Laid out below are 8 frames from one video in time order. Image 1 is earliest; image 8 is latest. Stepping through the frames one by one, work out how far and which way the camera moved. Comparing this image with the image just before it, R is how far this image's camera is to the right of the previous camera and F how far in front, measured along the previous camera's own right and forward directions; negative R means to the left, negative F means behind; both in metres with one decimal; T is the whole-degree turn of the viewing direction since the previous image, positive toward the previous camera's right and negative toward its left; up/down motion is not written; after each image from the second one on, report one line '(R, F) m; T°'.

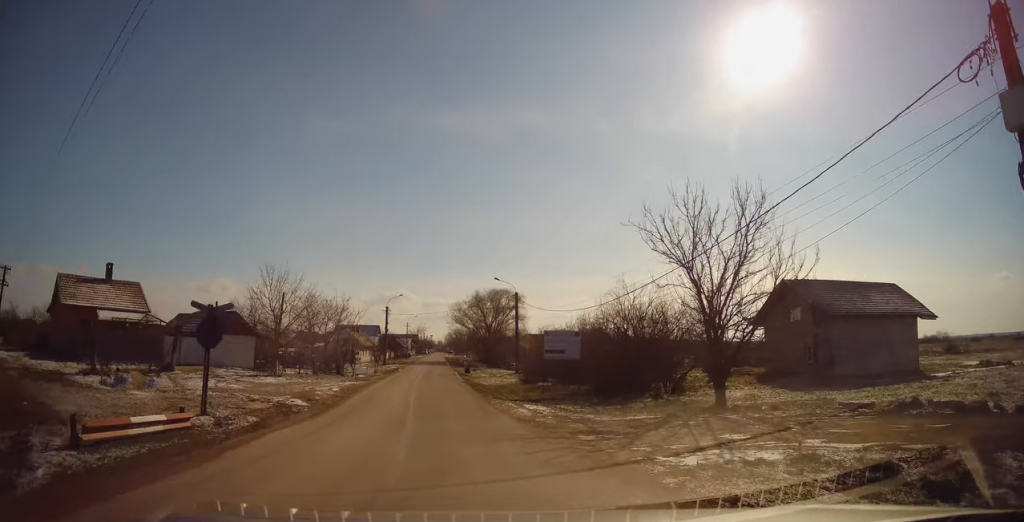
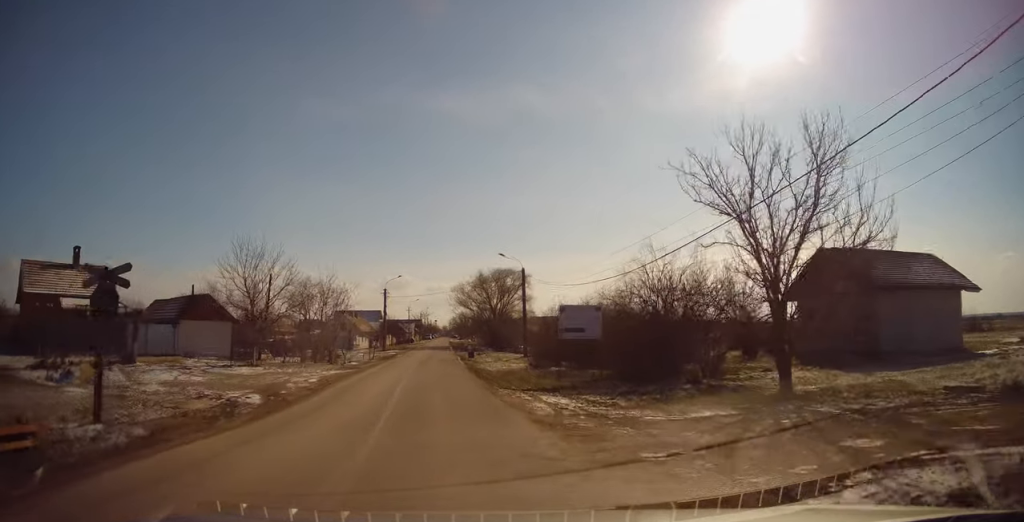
(+0.1, +4.2) m; 0°
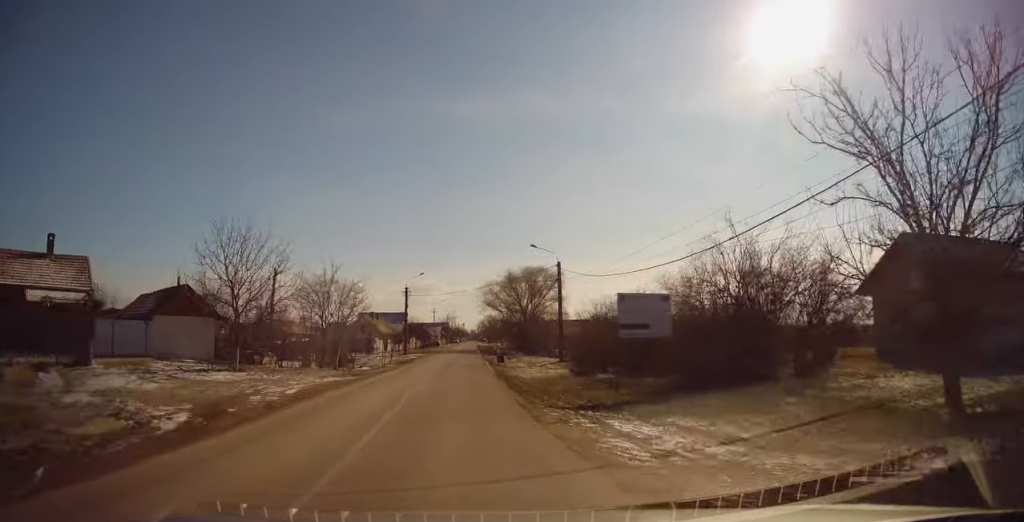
(-0.1, +5.6) m; -3°
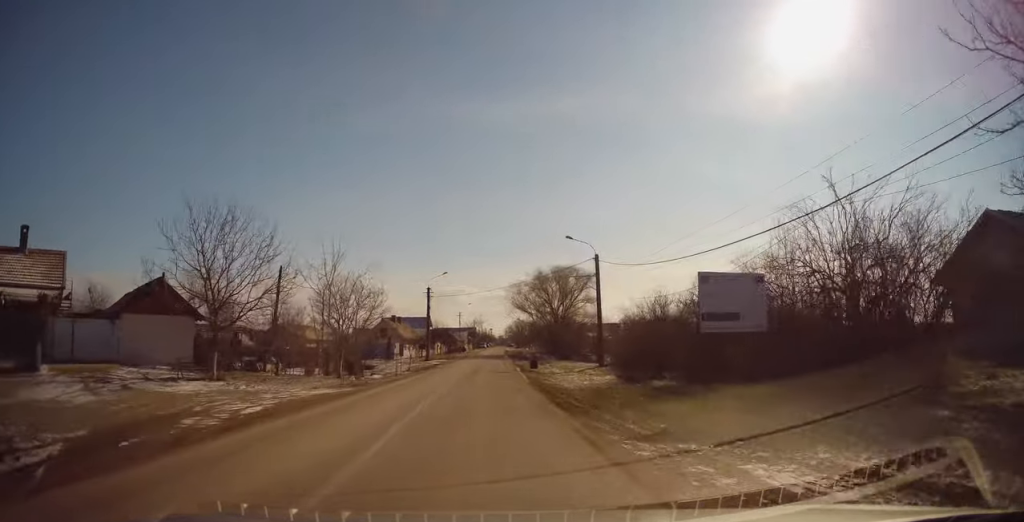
(+0.1, +4.9) m; -3°
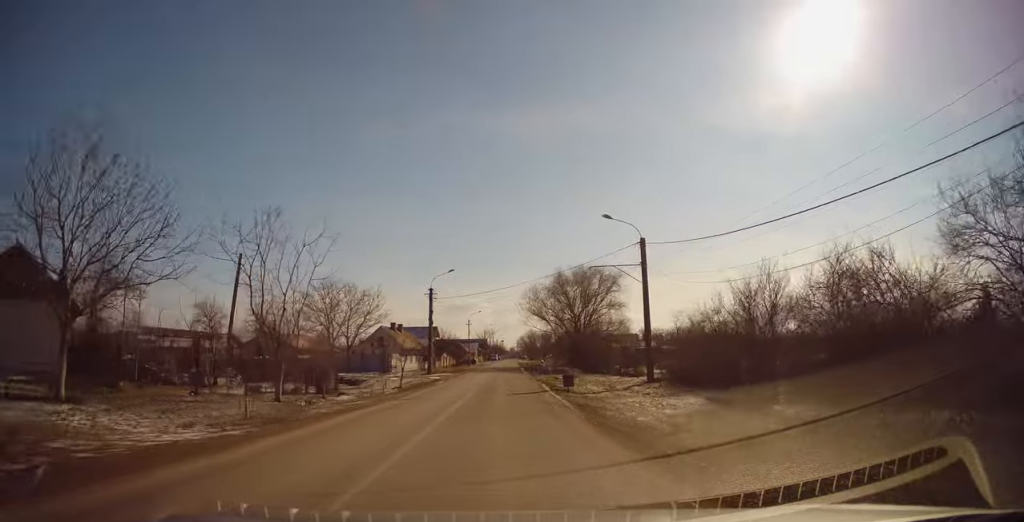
(-0.6, +8.7) m; -2°
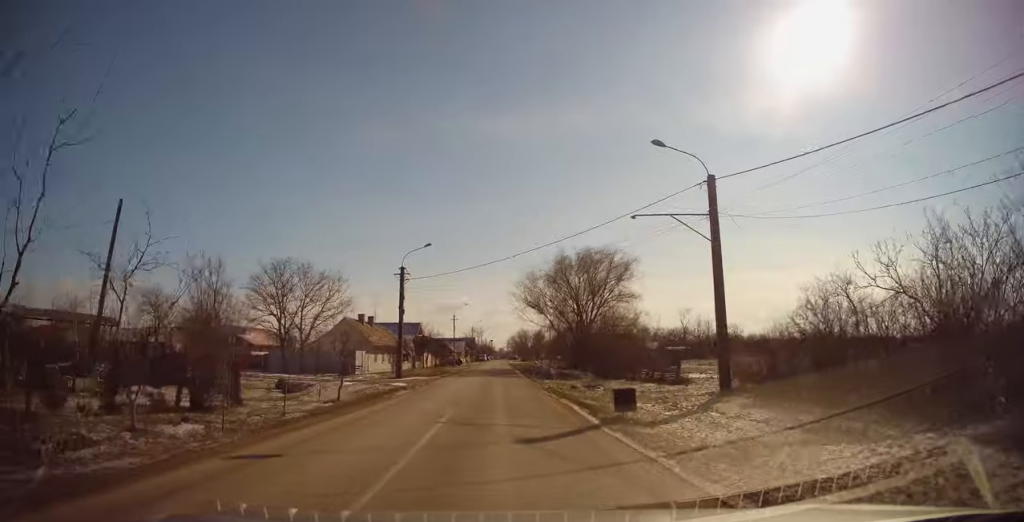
(+0.4, +11.1) m; +3°
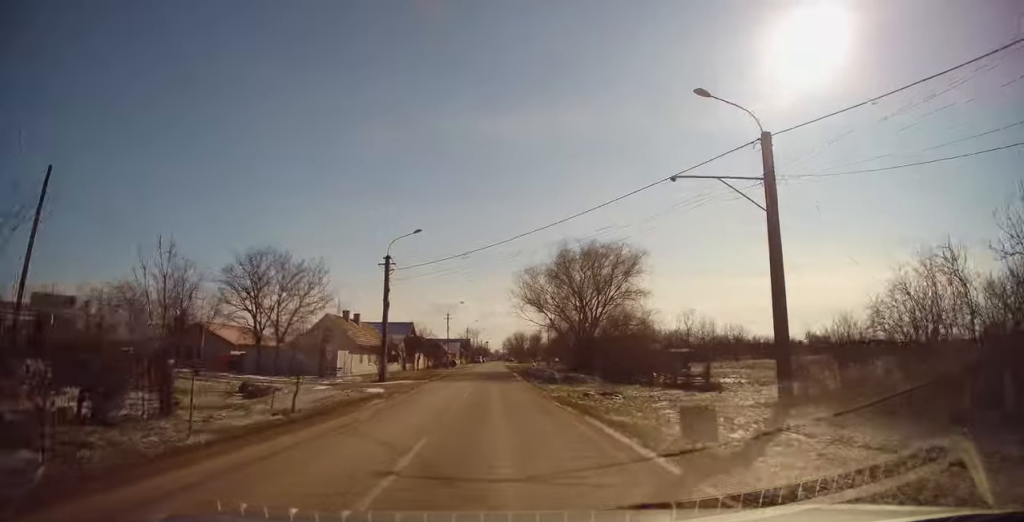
(+0.1, +4.7) m; 0°
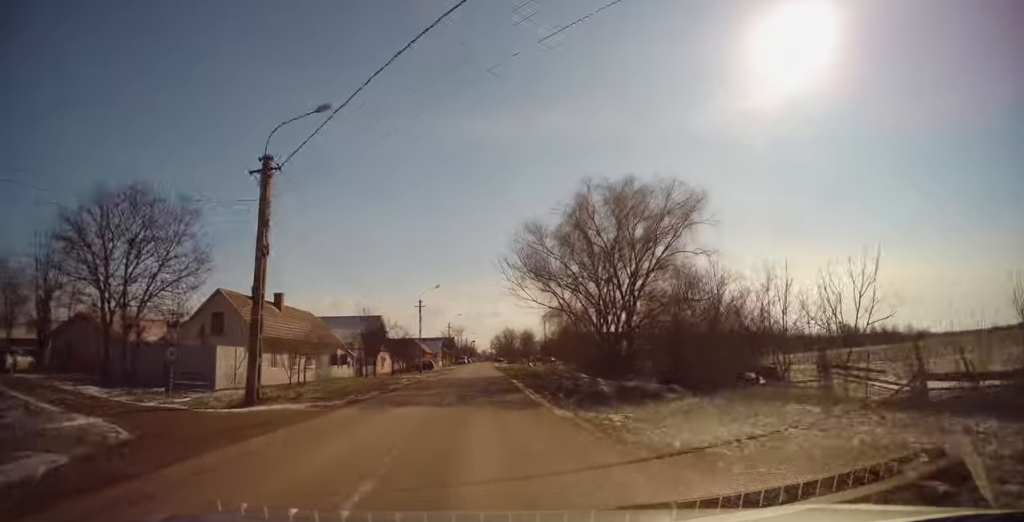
(-0.1, +17.7) m; 0°
